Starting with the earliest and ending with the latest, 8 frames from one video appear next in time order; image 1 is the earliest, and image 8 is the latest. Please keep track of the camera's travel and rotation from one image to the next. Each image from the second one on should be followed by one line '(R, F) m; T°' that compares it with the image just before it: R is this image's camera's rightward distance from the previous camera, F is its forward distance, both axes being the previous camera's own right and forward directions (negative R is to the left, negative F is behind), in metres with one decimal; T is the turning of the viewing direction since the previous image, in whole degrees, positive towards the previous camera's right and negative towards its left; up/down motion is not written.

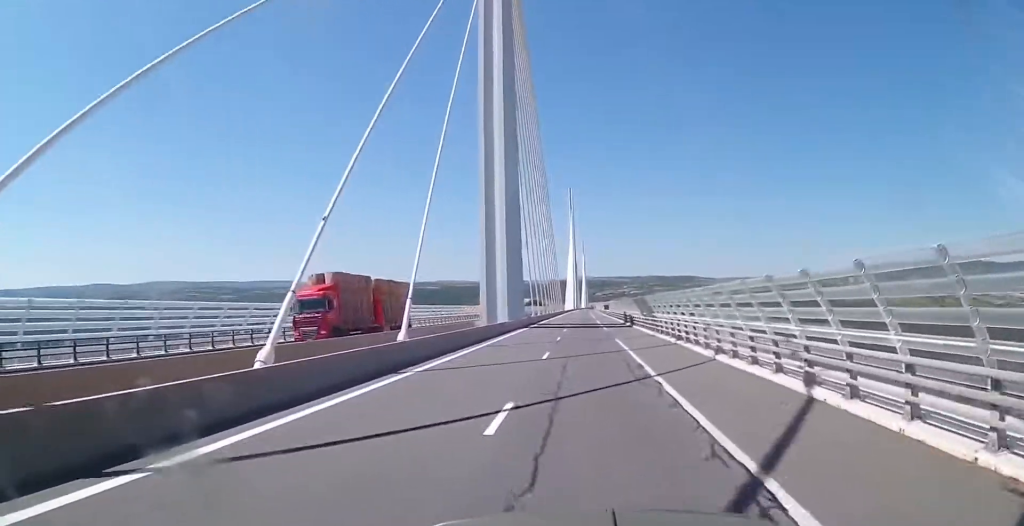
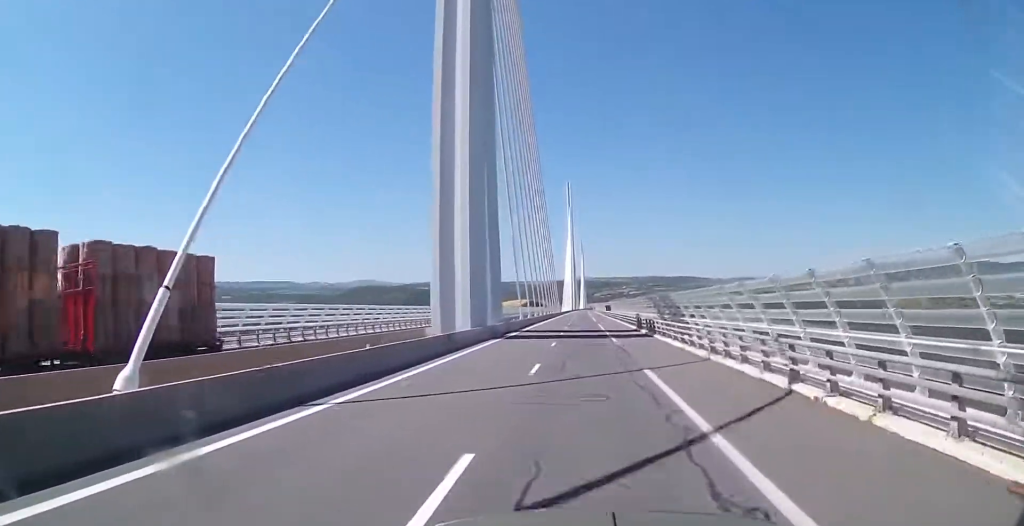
(-0.2, +17.7) m; 0°
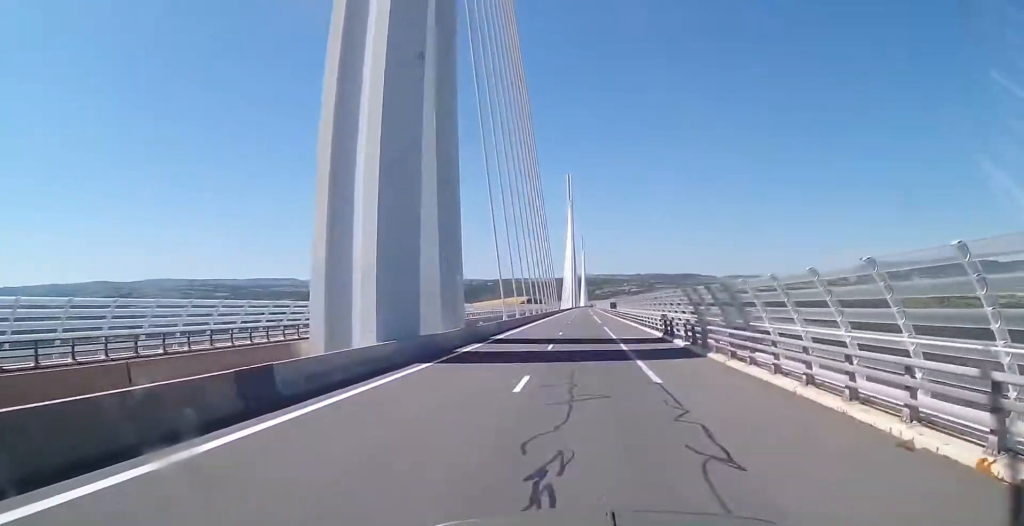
(-0.1, +17.3) m; 0°
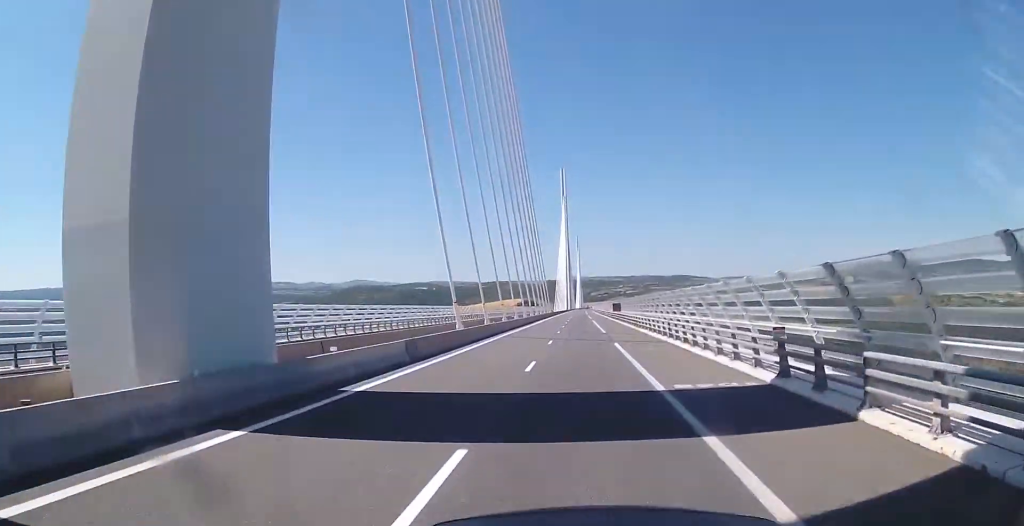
(+0.3, +22.1) m; +1°
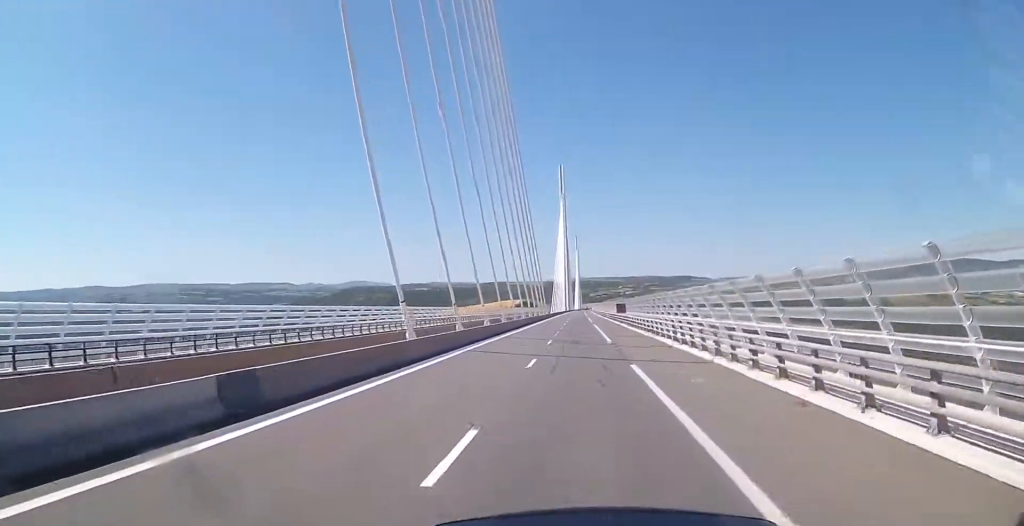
(0.0, +11.7) m; 0°
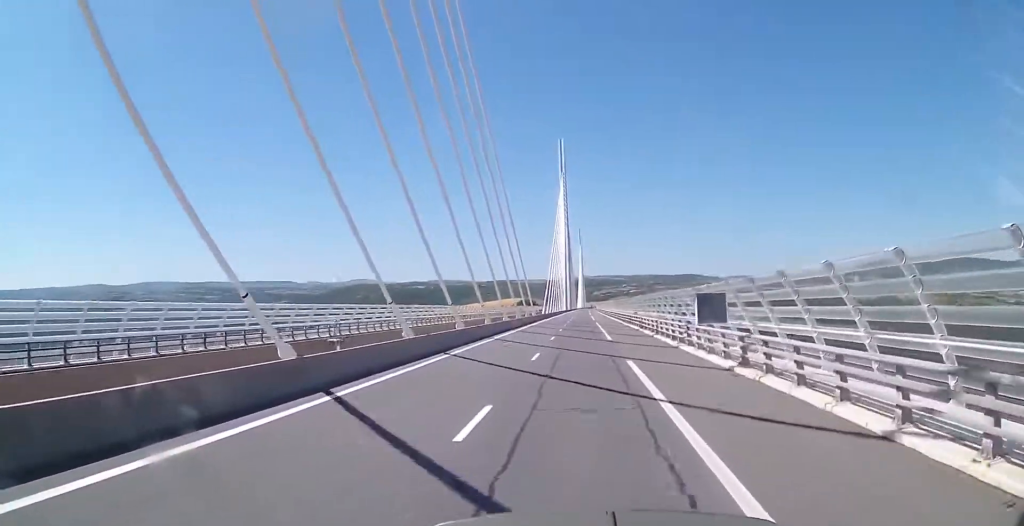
(-0.5, +50.4) m; 0°
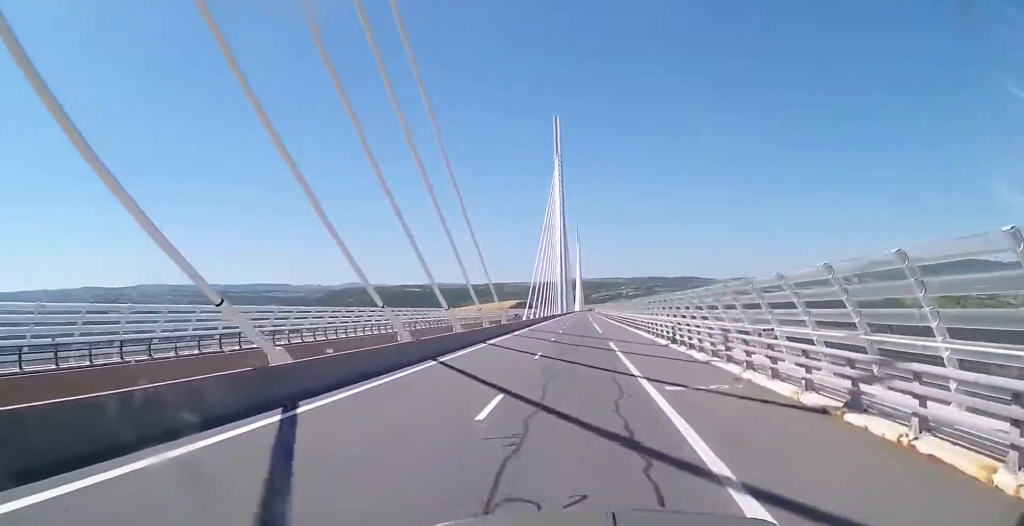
(+0.4, +37.8) m; +1°
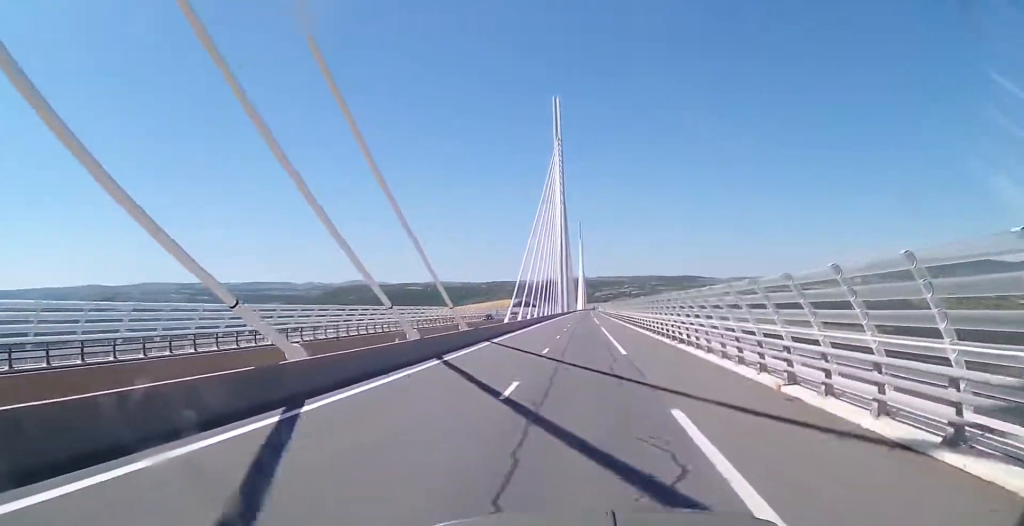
(0.0, +24.0) m; 0°
